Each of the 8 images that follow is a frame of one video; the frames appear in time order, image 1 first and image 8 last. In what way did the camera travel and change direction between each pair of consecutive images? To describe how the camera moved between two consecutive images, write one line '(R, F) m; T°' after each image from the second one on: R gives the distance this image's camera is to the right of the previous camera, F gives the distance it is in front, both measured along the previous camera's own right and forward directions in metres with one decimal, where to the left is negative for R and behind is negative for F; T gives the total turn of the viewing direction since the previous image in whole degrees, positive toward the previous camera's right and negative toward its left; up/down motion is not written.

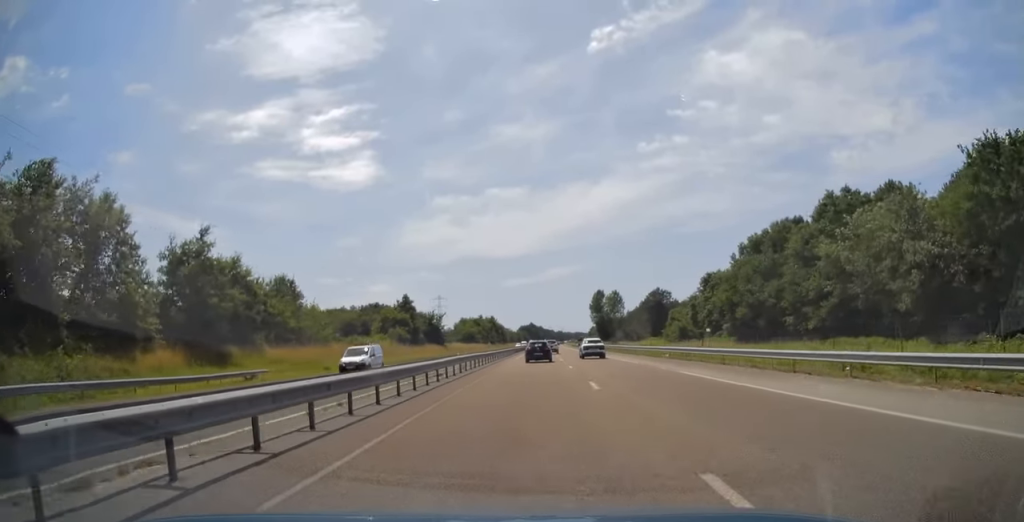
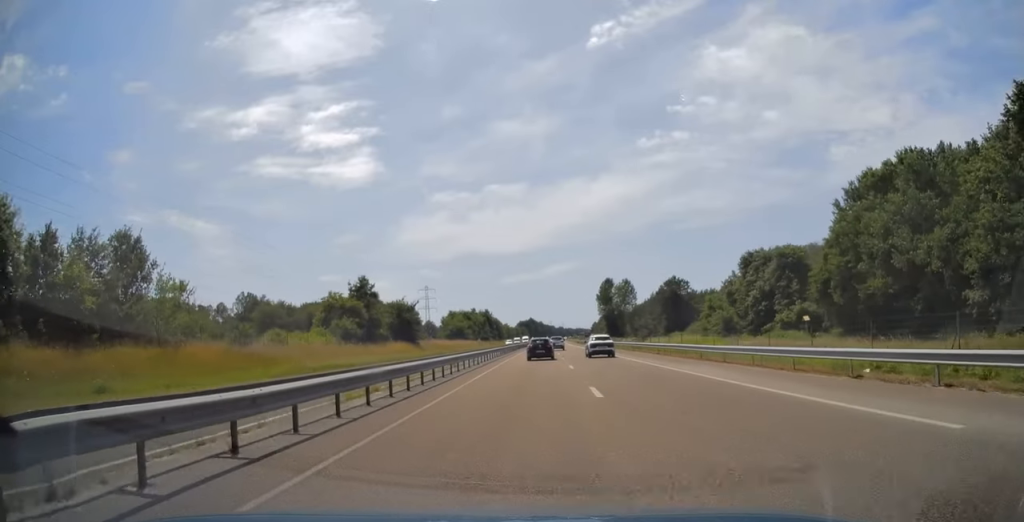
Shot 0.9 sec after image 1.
(+0.3, +28.3) m; 0°
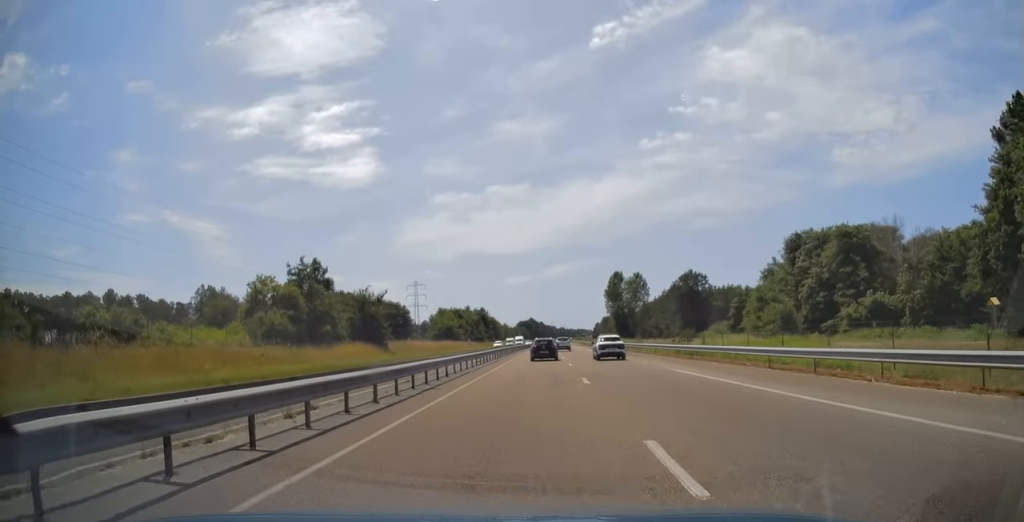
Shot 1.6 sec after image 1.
(-0.1, +21.5) m; 0°
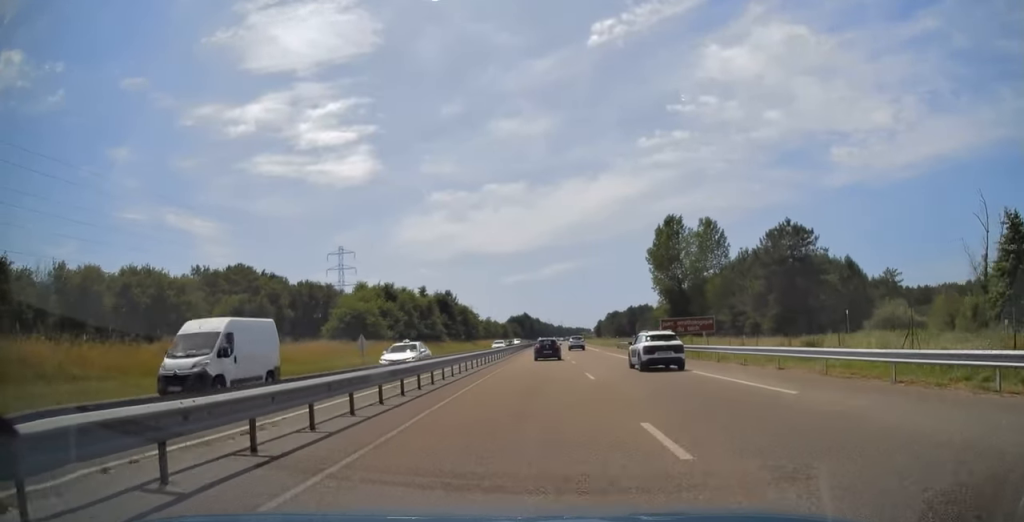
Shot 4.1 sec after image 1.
(+0.5, +76.0) m; +1°
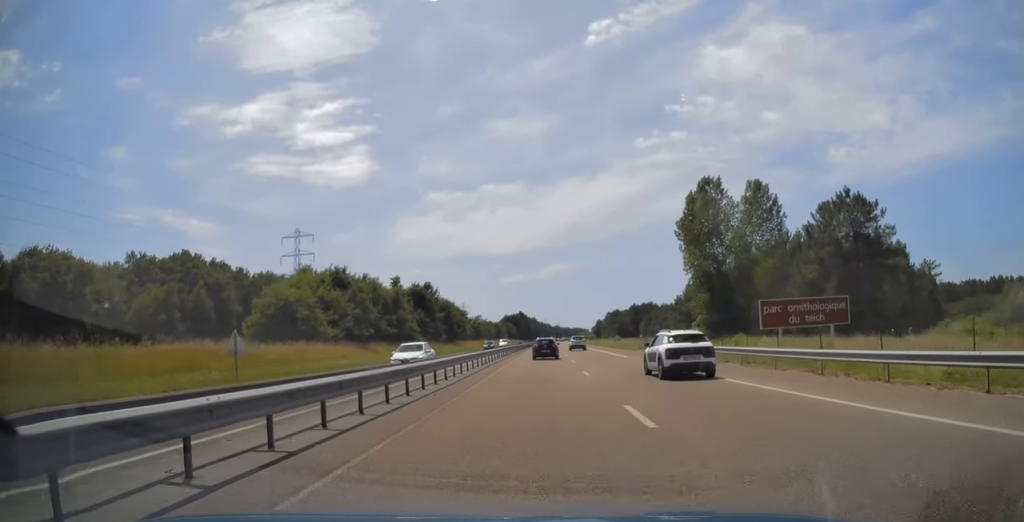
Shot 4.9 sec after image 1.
(0.0, +23.5) m; 0°
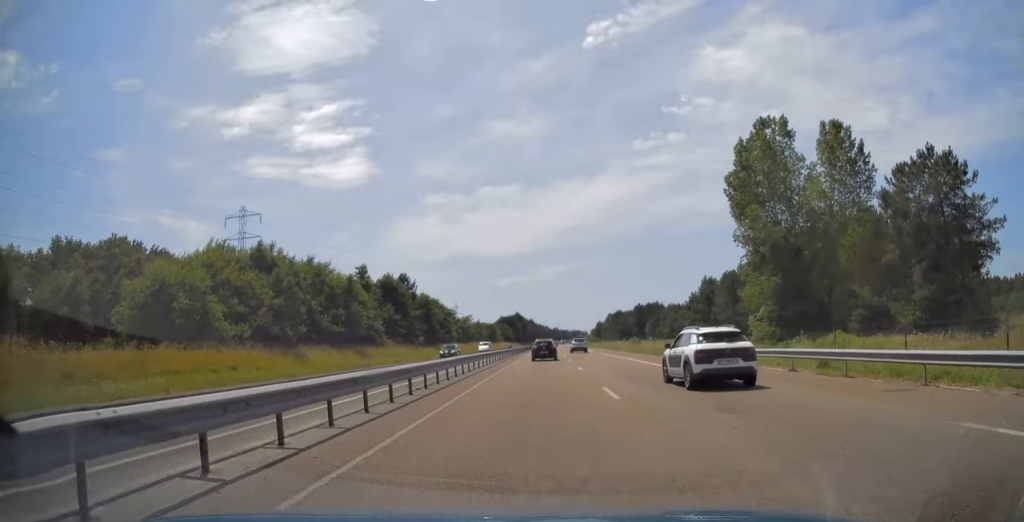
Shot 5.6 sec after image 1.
(0.0, +21.5) m; 0°
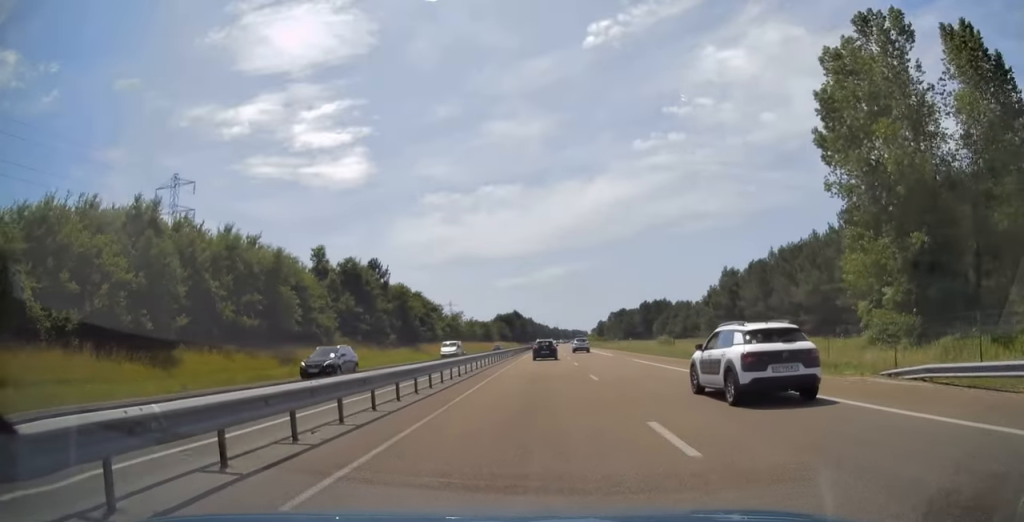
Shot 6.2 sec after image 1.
(0.0, +19.5) m; 0°
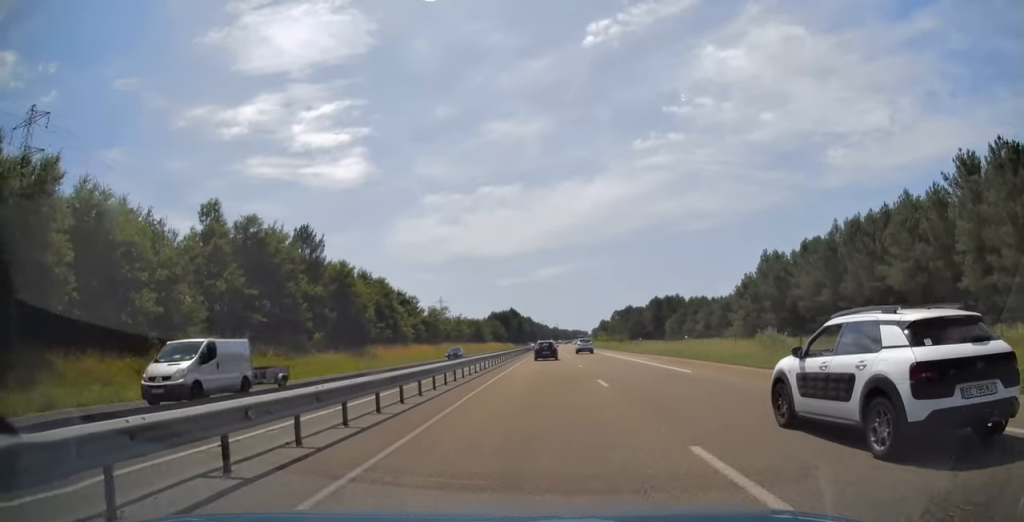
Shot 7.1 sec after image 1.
(0.0, +28.0) m; 0°
